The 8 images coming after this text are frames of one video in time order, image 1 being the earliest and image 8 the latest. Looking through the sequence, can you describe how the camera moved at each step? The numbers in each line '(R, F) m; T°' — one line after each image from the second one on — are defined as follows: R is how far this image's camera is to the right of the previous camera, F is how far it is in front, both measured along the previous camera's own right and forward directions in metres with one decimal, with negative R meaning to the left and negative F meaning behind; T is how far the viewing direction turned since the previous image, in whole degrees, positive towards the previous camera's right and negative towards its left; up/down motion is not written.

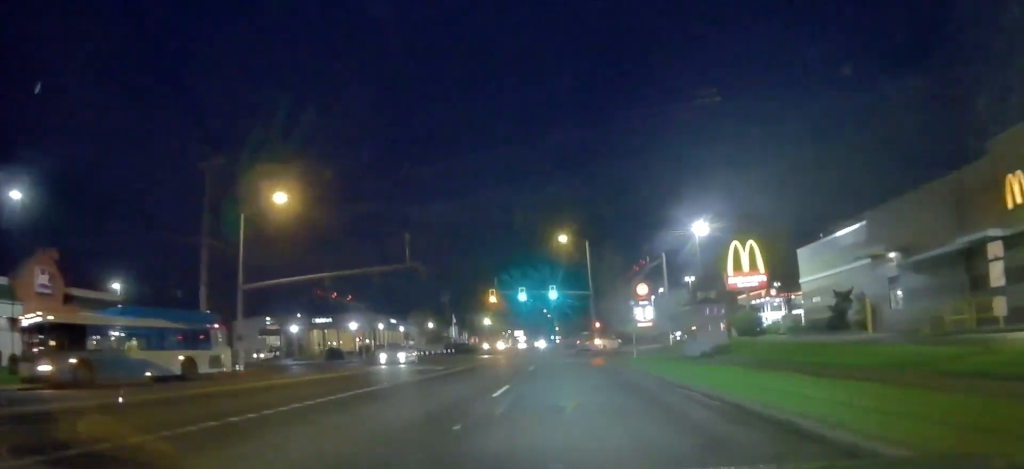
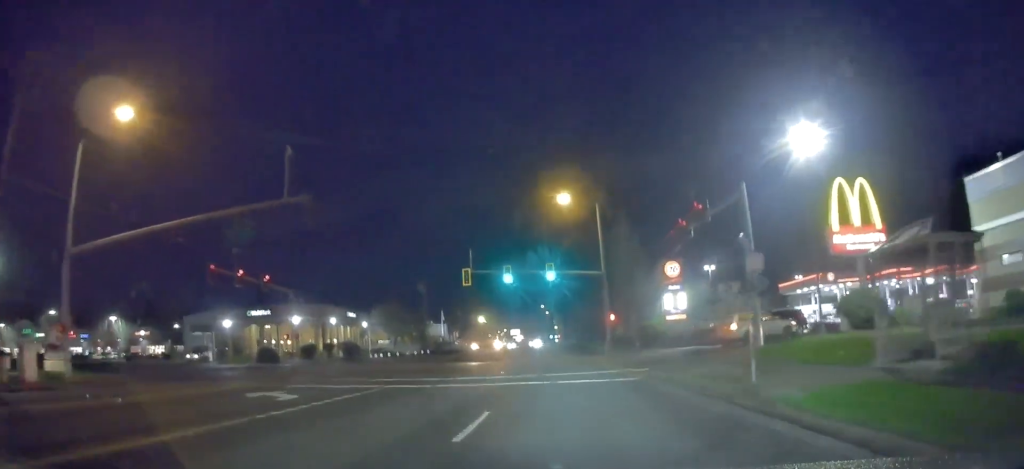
(-0.3, +21.0) m; +2°
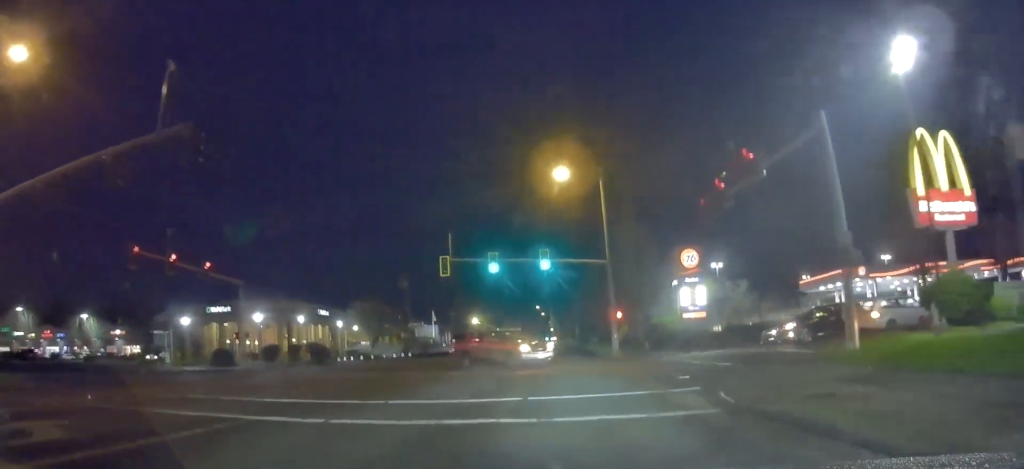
(+0.5, +8.8) m; 0°
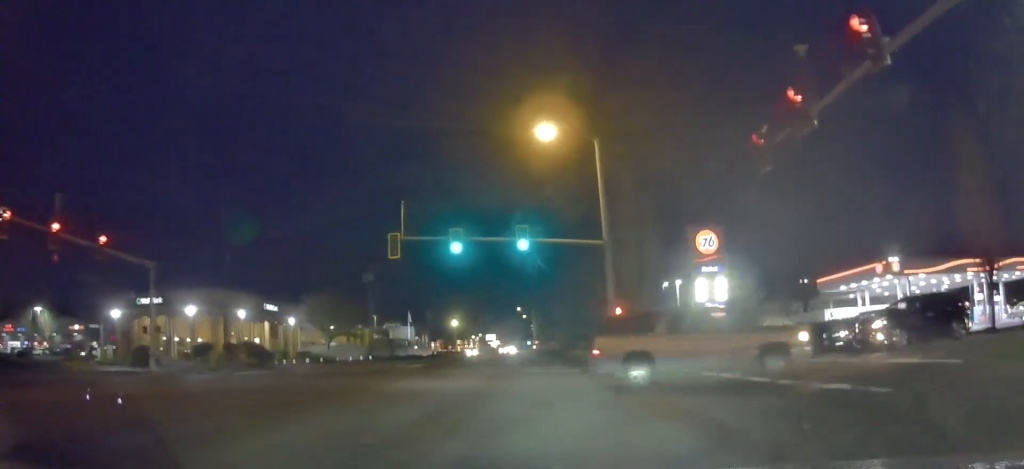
(-0.2, +12.2) m; -2°
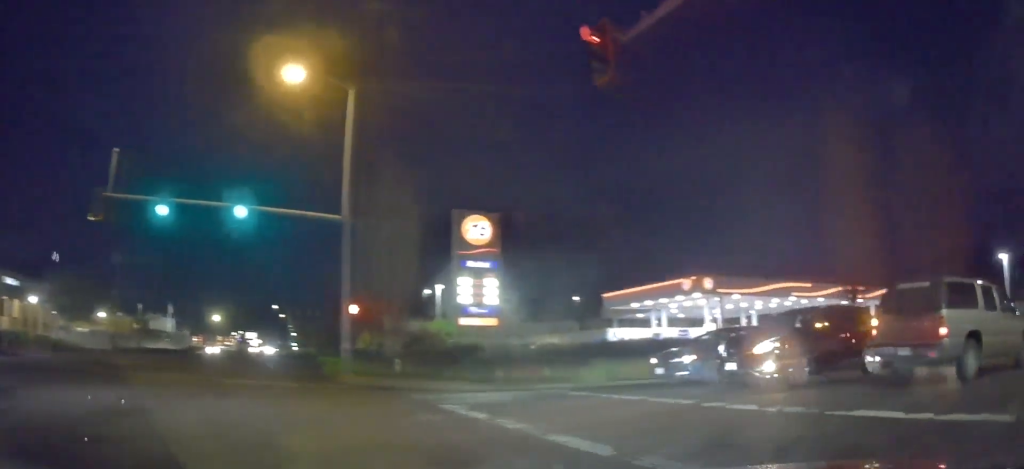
(-0.1, +10.6) m; +7°
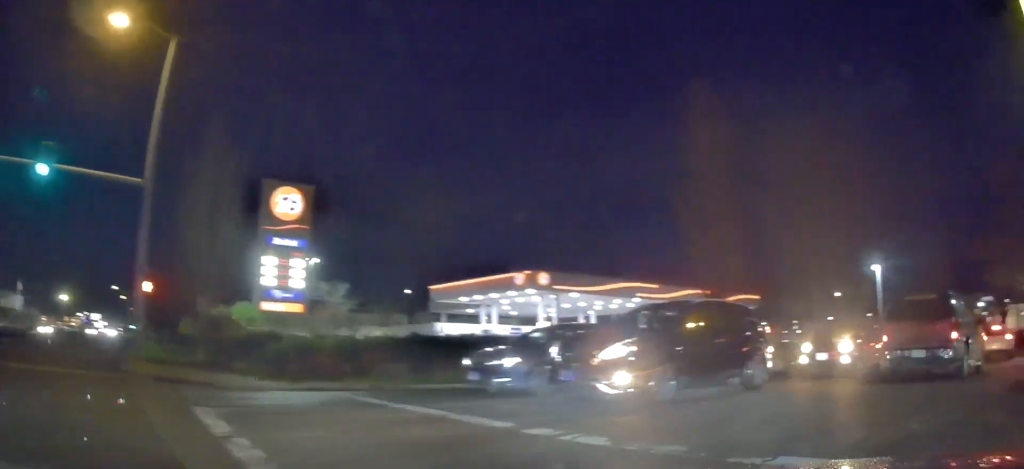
(+0.4, +3.6) m; +11°
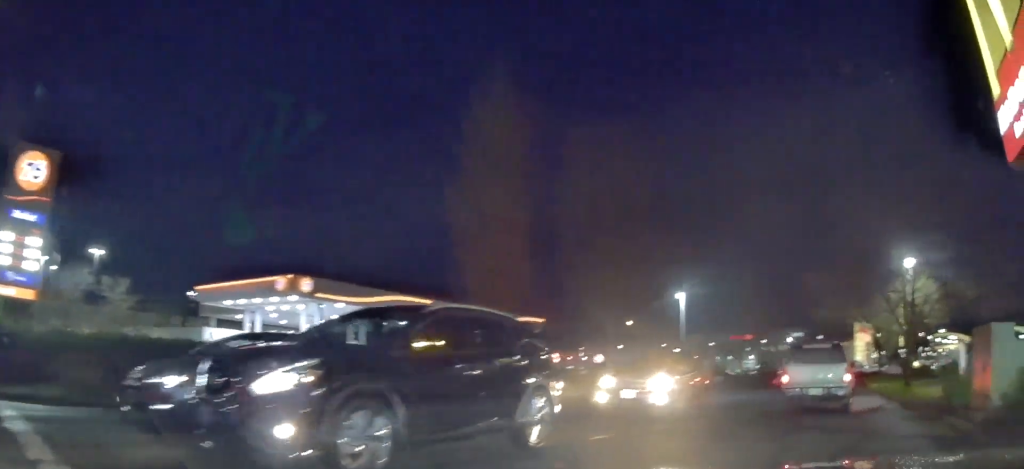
(+0.5, +4.4) m; +18°
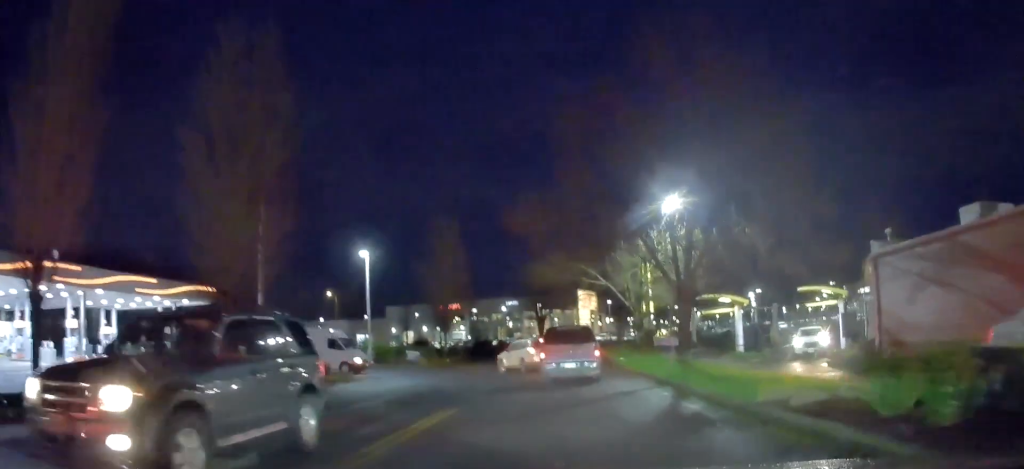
(+2.6, +7.5) m; +31°
